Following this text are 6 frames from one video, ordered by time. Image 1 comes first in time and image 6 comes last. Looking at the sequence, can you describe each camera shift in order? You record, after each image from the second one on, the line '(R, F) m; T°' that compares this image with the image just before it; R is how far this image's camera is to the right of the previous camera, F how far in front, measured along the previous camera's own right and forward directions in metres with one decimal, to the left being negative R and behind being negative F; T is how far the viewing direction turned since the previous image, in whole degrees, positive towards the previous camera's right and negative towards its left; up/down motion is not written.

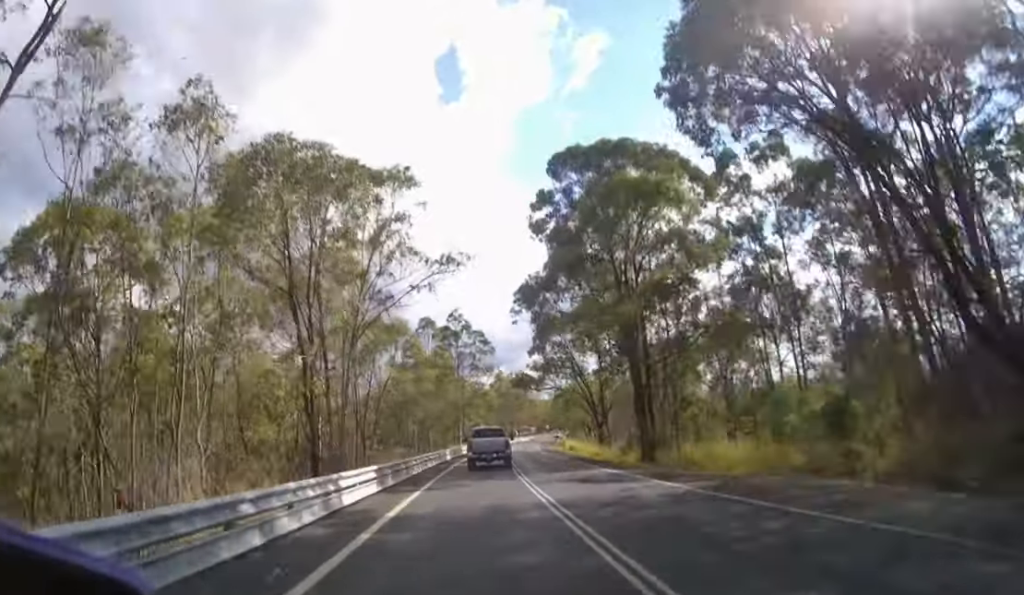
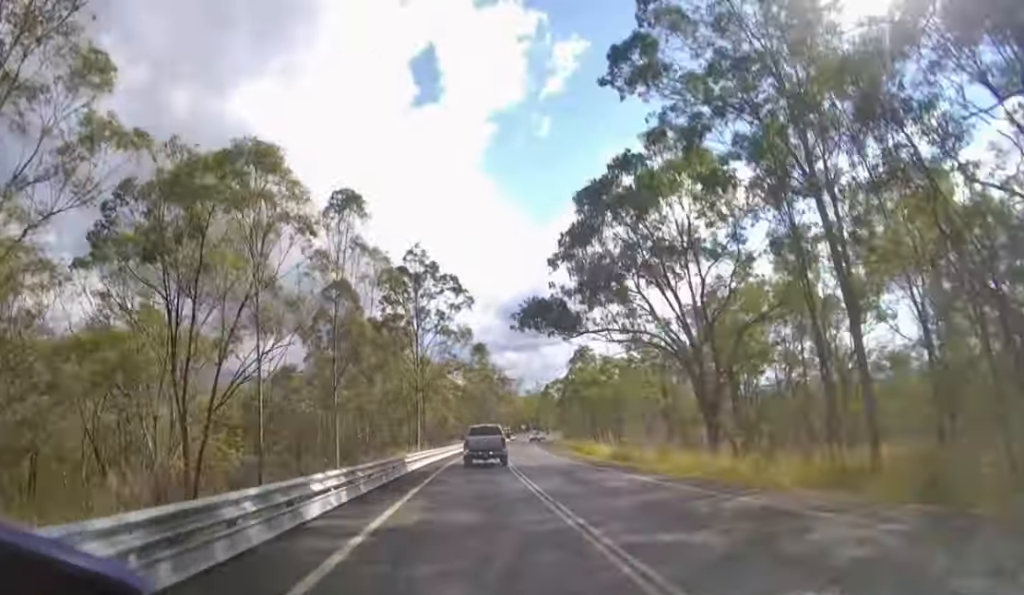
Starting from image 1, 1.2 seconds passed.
(+0.8, +30.2) m; +3°
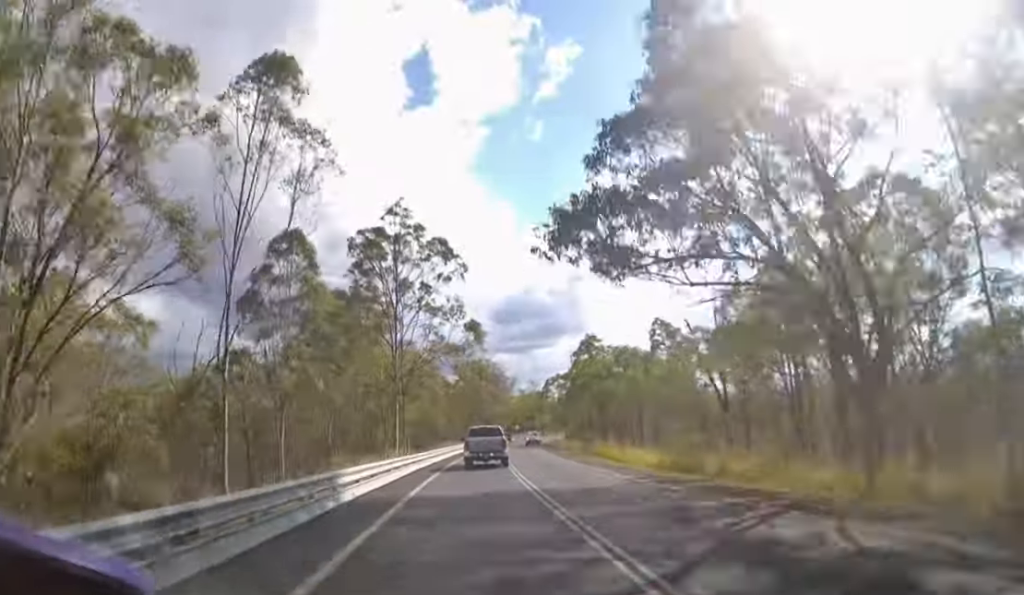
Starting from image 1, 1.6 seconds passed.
(+0.1, +10.7) m; +1°
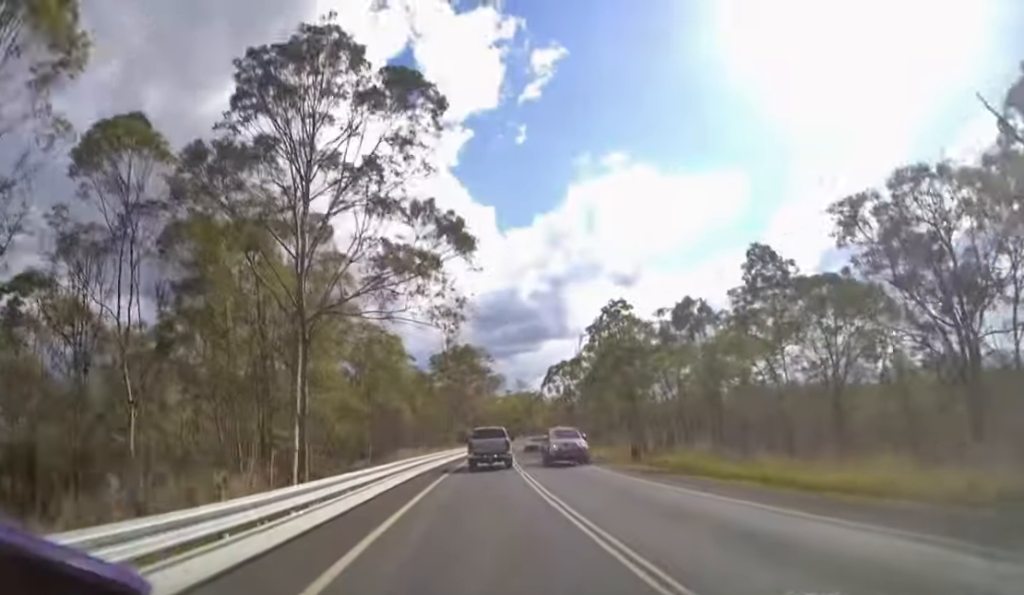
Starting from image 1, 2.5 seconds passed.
(+0.4, +21.3) m; +3°
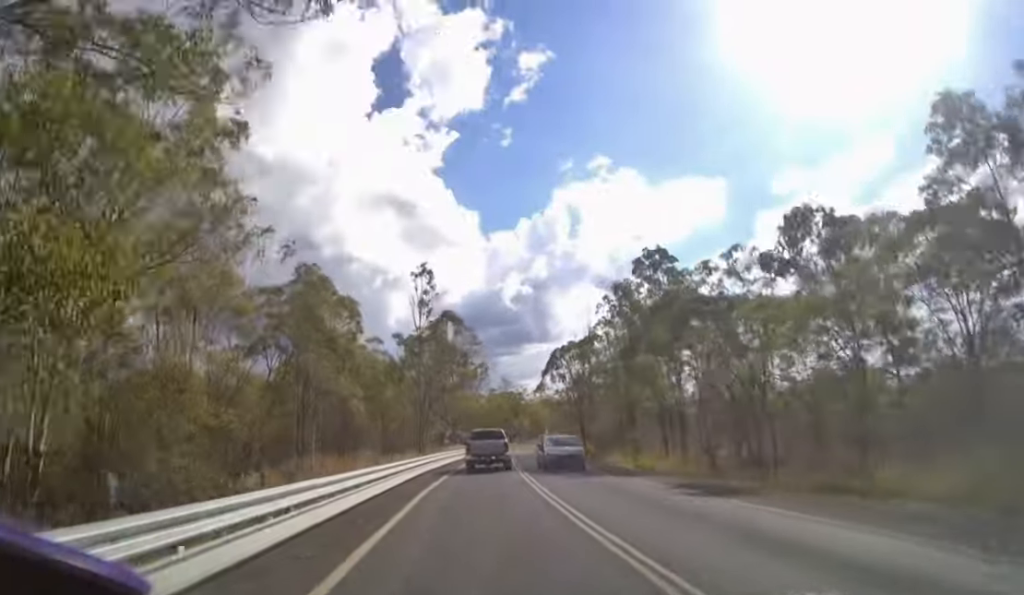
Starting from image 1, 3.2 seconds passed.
(+0.3, +15.1) m; +2°
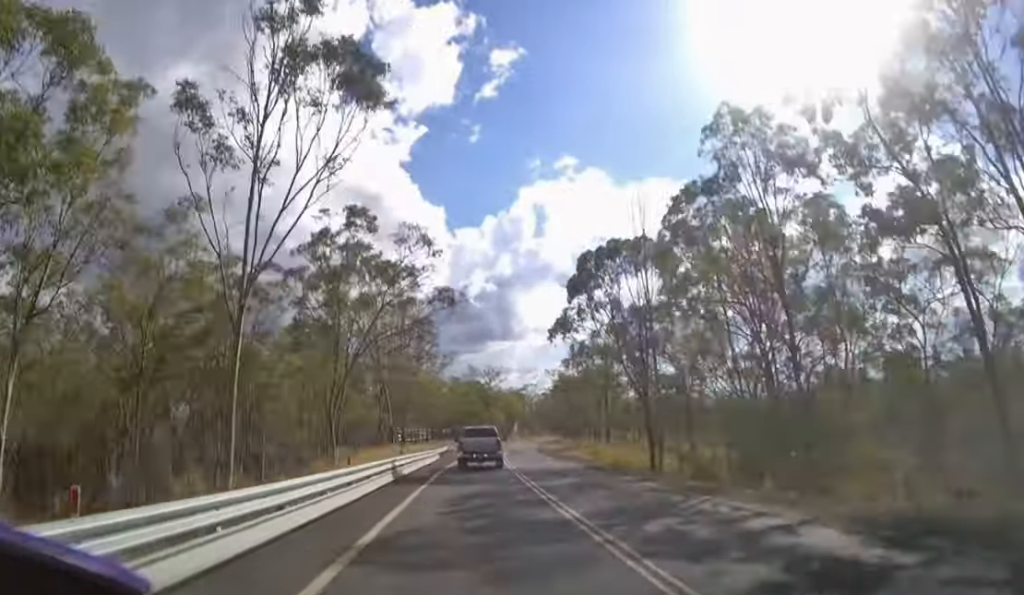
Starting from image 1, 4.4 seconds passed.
(+1.0, +26.5) m; +4°
